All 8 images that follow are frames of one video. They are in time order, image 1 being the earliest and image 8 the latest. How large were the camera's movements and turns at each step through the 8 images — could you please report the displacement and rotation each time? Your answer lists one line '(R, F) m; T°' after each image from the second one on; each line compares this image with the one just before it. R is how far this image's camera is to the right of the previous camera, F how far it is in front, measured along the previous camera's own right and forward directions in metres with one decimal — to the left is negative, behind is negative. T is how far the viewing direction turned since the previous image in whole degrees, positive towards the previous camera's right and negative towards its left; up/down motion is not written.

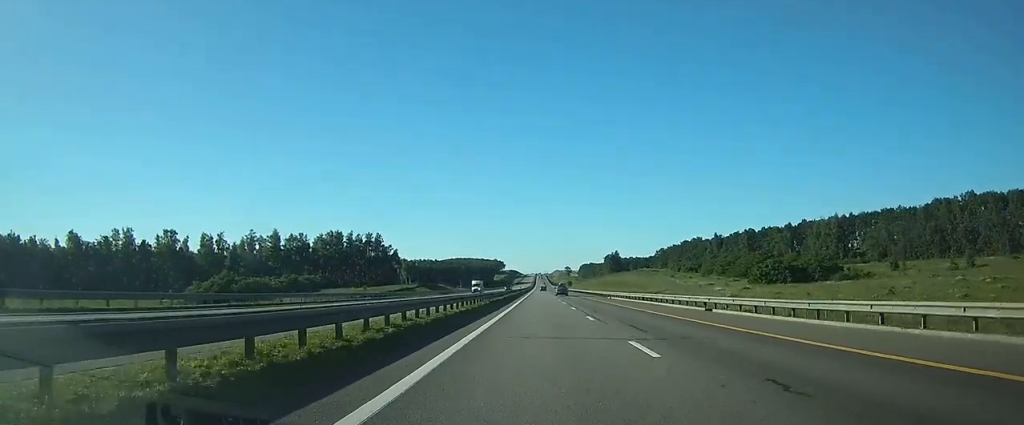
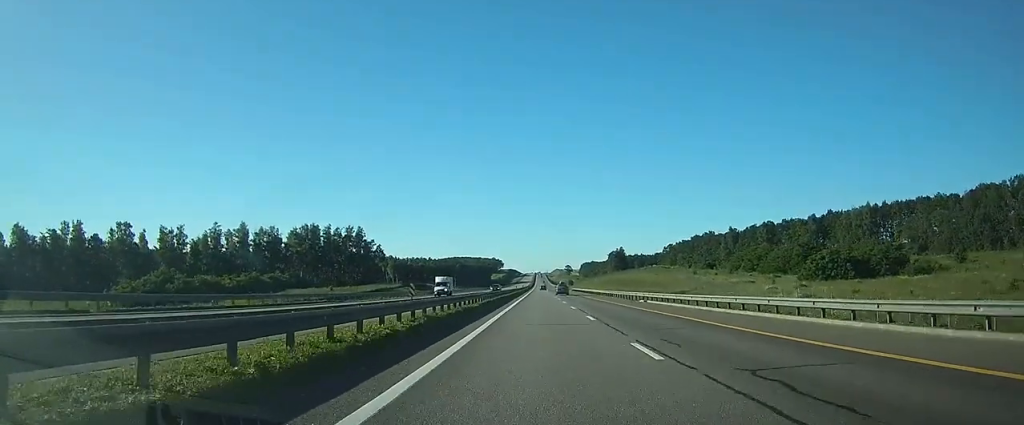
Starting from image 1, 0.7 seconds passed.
(0.0, +24.3) m; 0°
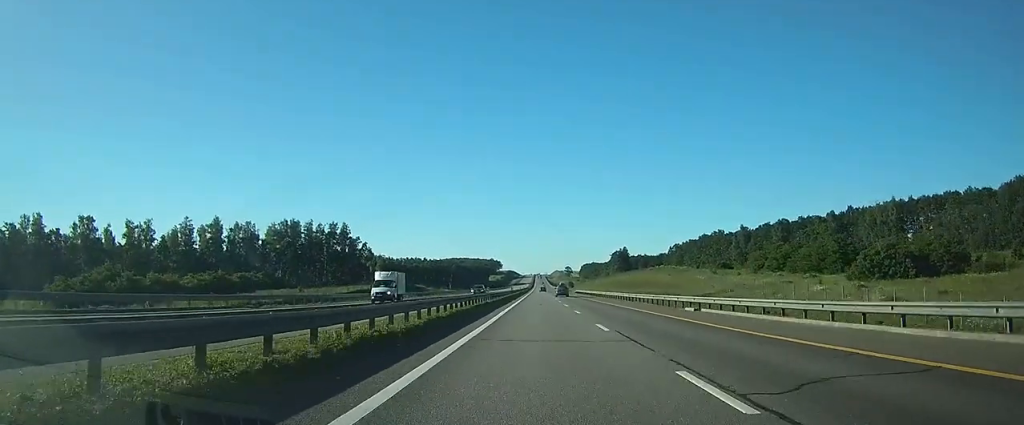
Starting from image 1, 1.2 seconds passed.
(0.0, +16.6) m; 0°
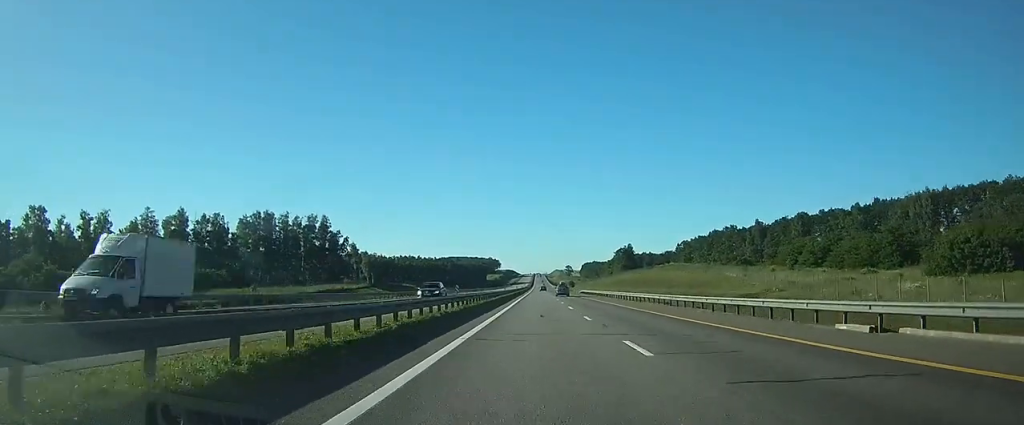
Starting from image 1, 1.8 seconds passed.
(0.0, +18.8) m; 0°
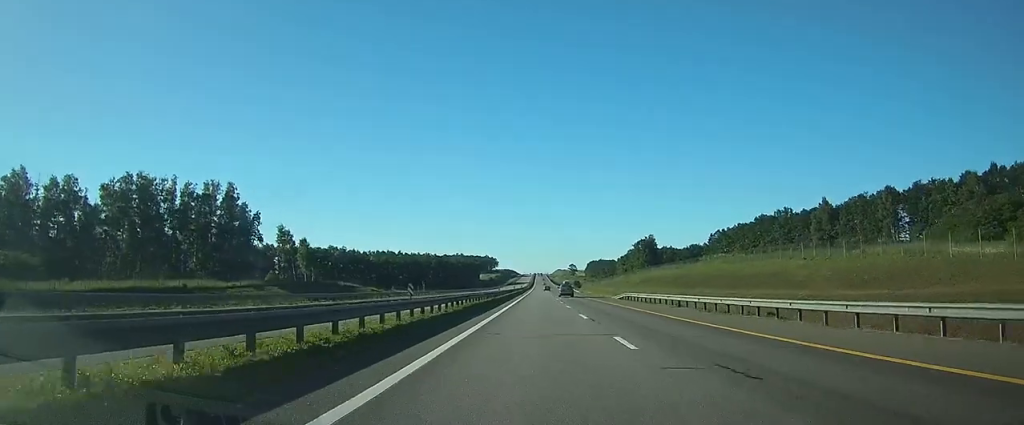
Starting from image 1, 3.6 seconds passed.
(+0.1, +58.8) m; 0°
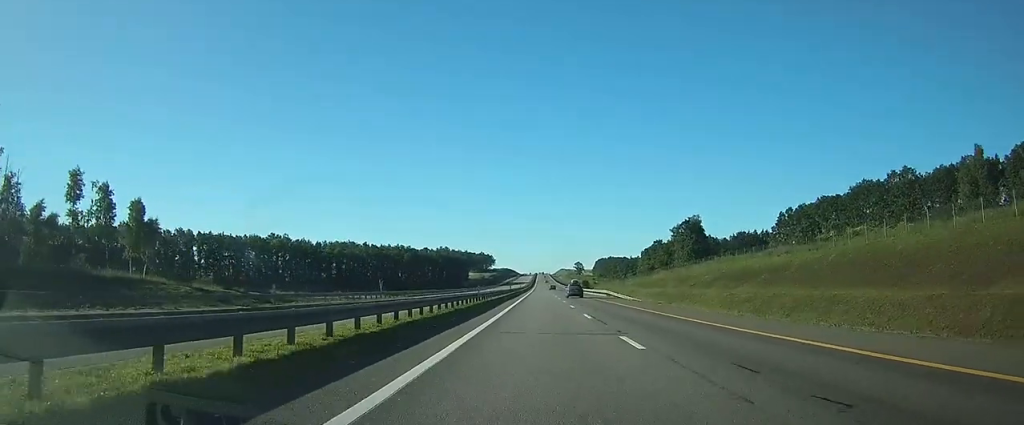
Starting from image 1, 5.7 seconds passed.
(-0.1, +71.9) m; 0°
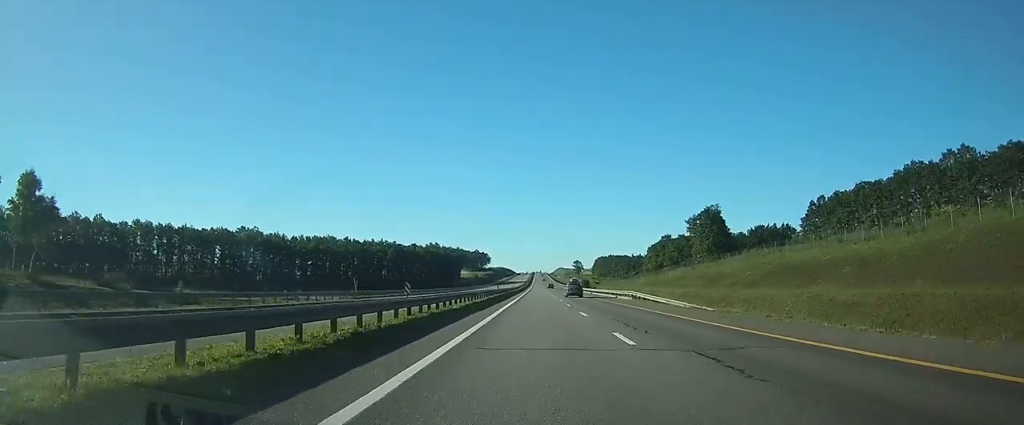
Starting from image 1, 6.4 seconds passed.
(0.0, +23.2) m; 0°
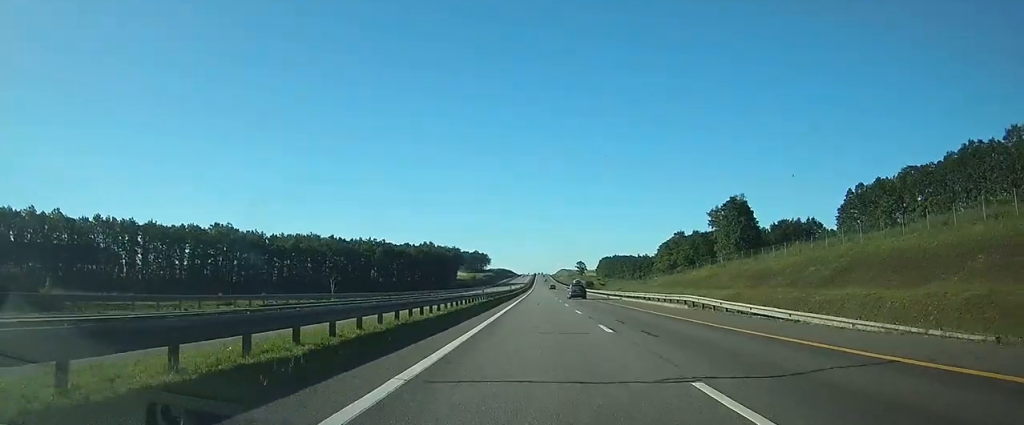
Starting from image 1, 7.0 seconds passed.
(0.0, +19.9) m; 0°
